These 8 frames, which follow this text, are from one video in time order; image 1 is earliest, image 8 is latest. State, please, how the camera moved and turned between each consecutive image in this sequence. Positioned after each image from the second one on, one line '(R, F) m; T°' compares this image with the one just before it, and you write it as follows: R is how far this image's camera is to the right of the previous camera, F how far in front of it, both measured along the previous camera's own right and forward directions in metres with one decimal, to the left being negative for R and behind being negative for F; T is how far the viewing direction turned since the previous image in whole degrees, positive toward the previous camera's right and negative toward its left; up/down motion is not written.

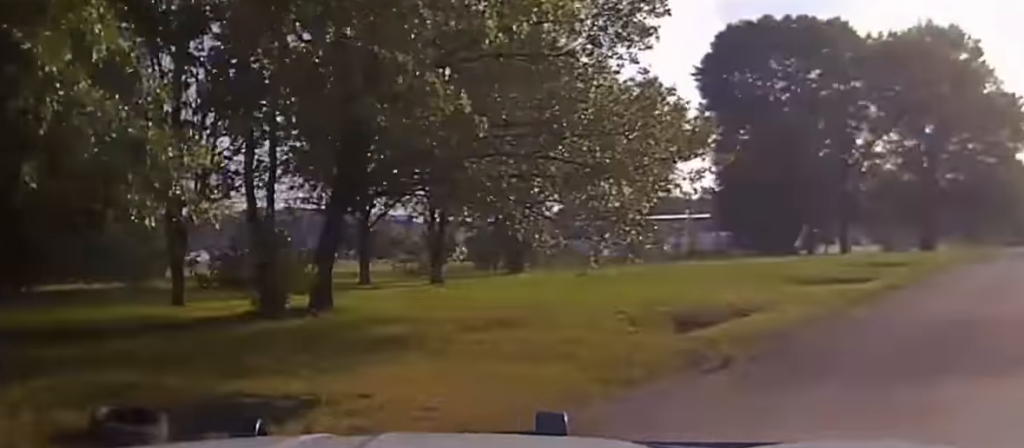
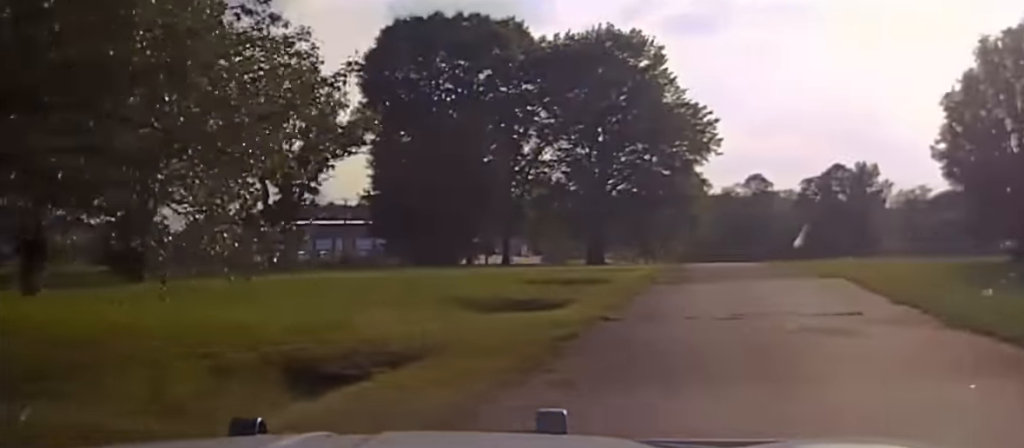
(+1.2, +6.0) m; +12°
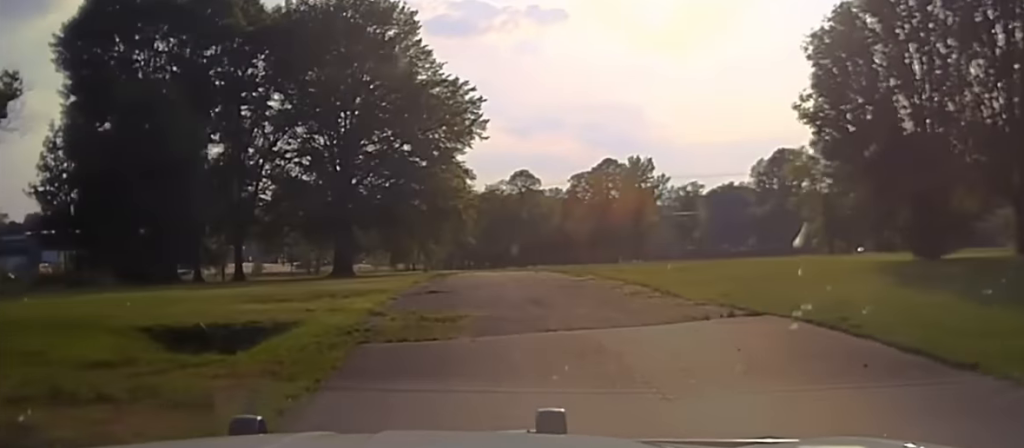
(+0.3, +13.8) m; +7°
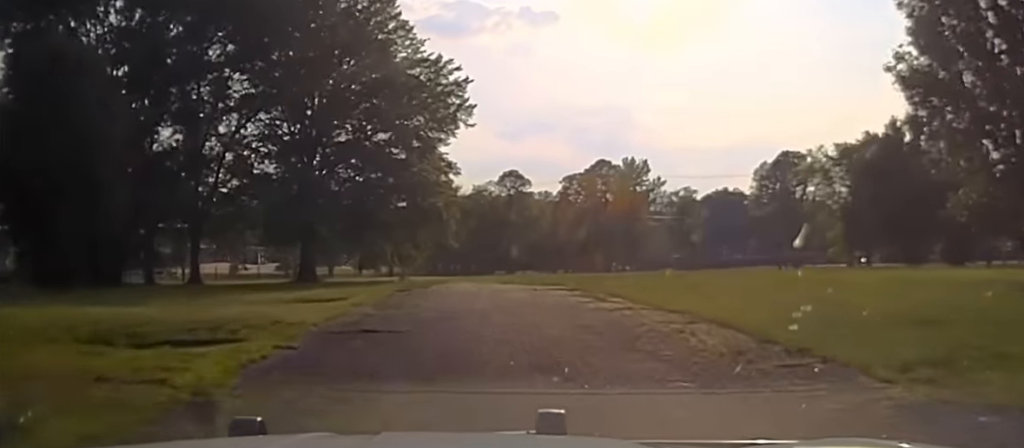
(+0.6, +8.4) m; +6°
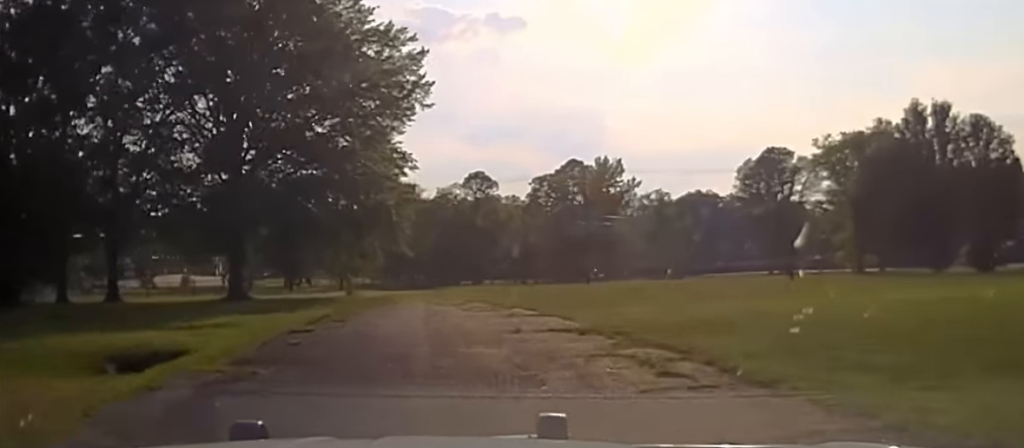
(+0.8, +10.8) m; +4°
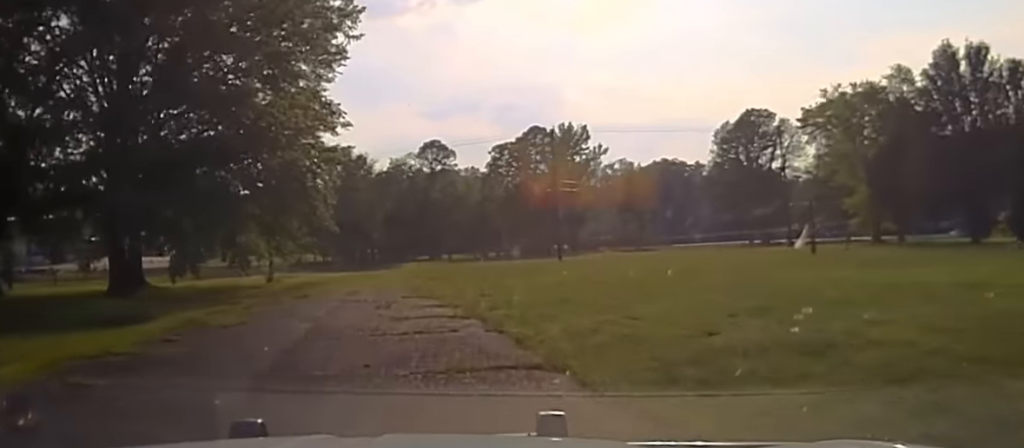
(0.0, +14.1) m; 0°
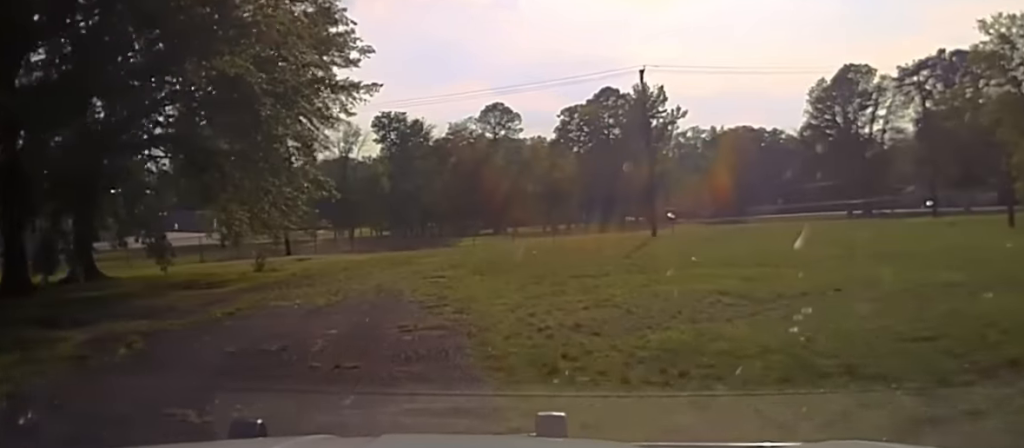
(0.0, +15.5) m; -2°
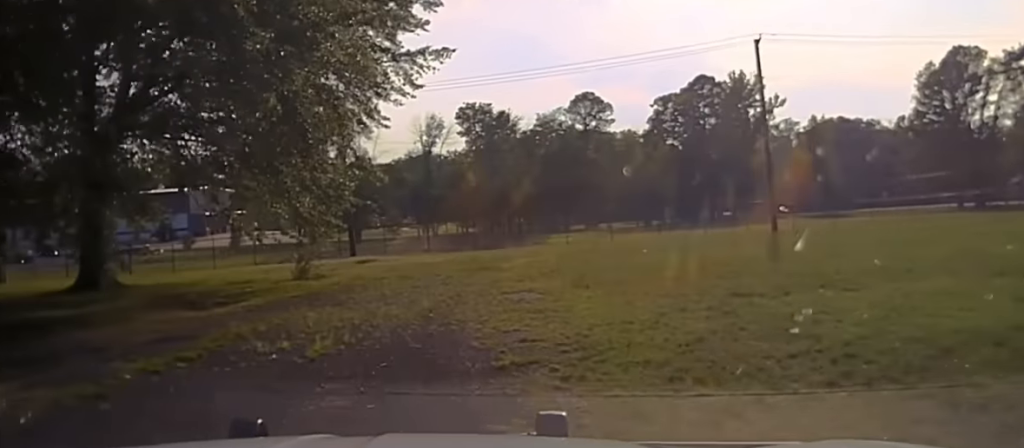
(-0.2, +8.1) m; -1°
